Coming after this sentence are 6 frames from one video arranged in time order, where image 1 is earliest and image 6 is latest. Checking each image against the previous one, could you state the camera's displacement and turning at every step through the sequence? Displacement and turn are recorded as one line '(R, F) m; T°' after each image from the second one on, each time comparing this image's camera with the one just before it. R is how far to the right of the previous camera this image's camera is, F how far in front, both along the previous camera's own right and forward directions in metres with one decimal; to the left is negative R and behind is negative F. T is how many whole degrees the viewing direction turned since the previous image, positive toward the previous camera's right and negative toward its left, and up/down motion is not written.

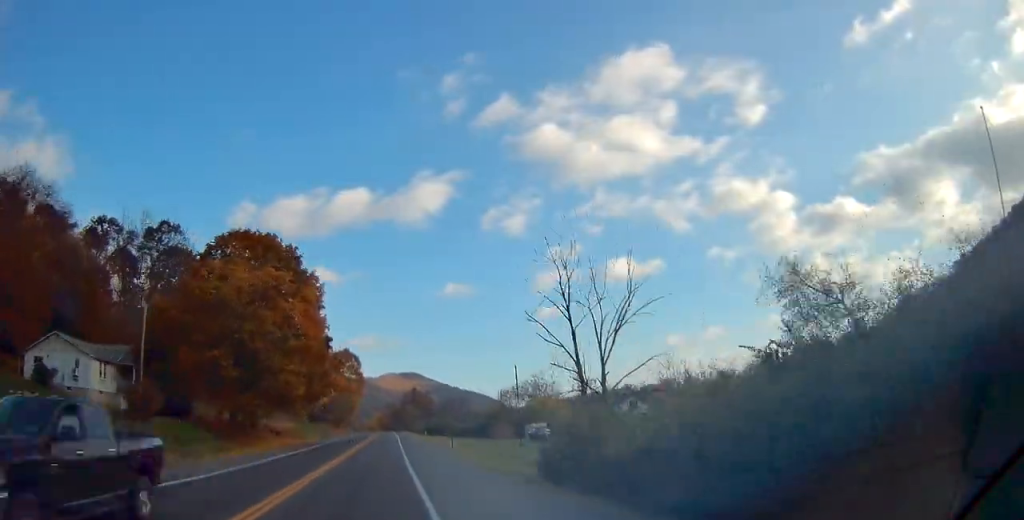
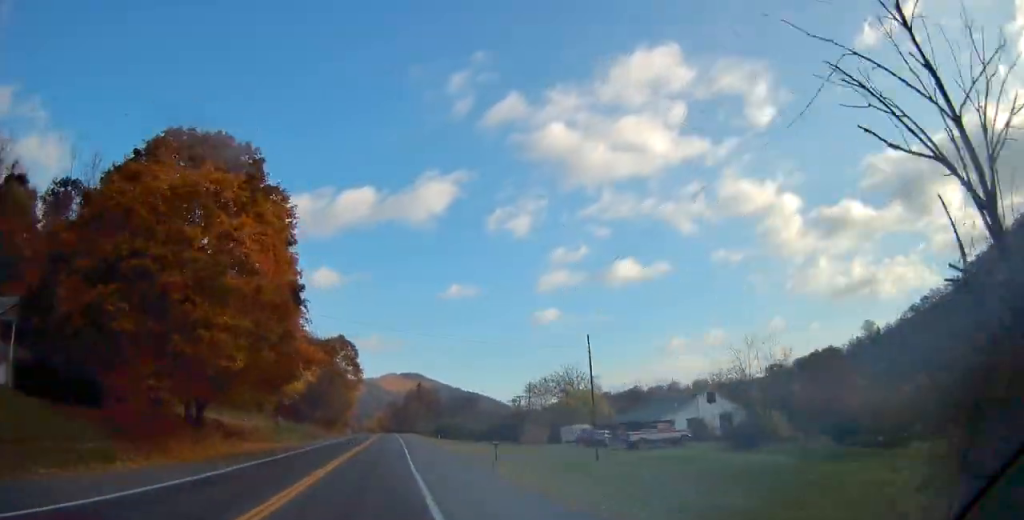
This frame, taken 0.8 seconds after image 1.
(0.0, +19.8) m; 0°
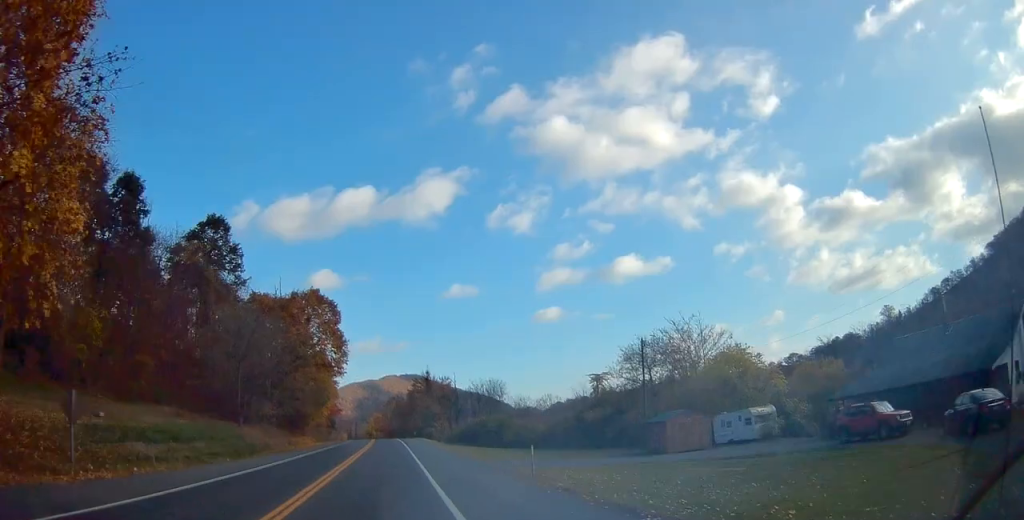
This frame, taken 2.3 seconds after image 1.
(0.0, +38.4) m; 0°
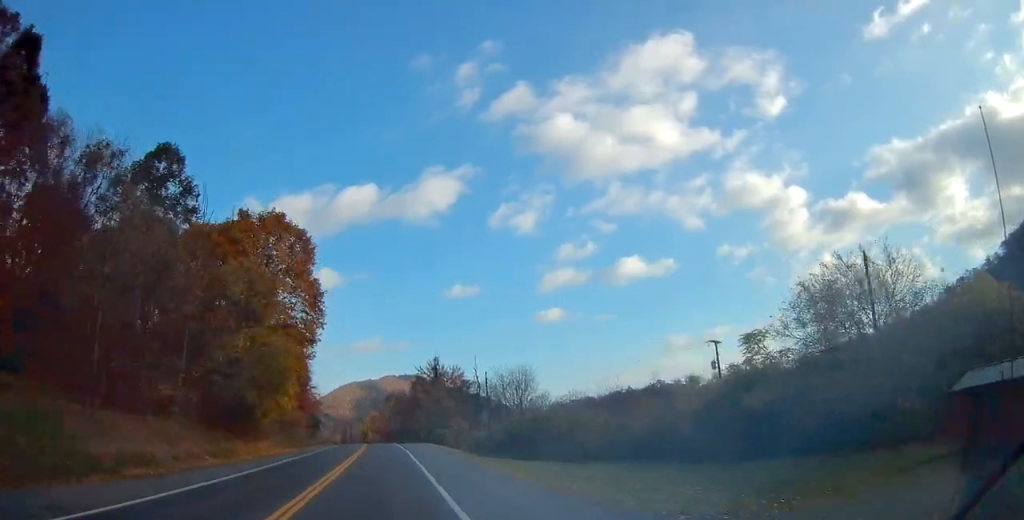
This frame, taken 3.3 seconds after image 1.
(+0.1, +25.4) m; 0°
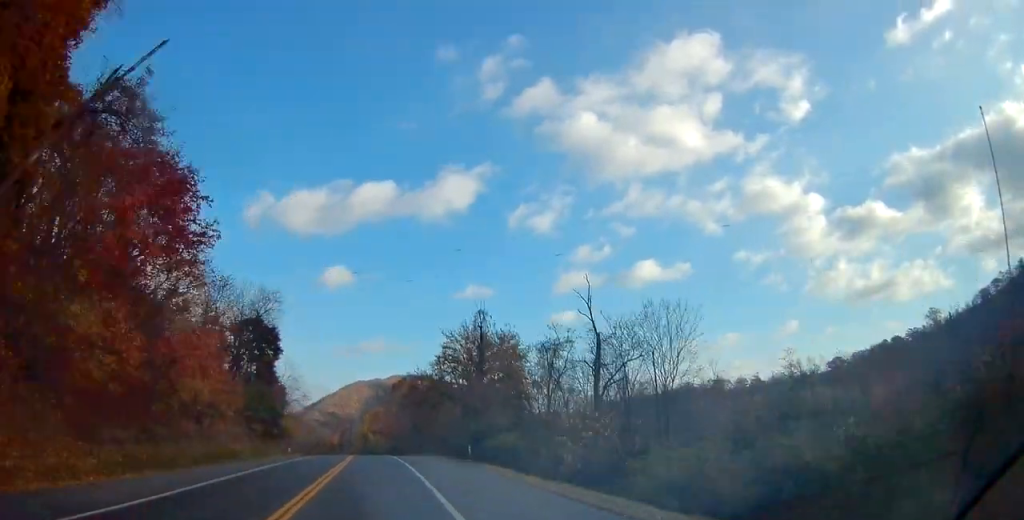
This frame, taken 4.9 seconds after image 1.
(+0.1, +41.5) m; -1°
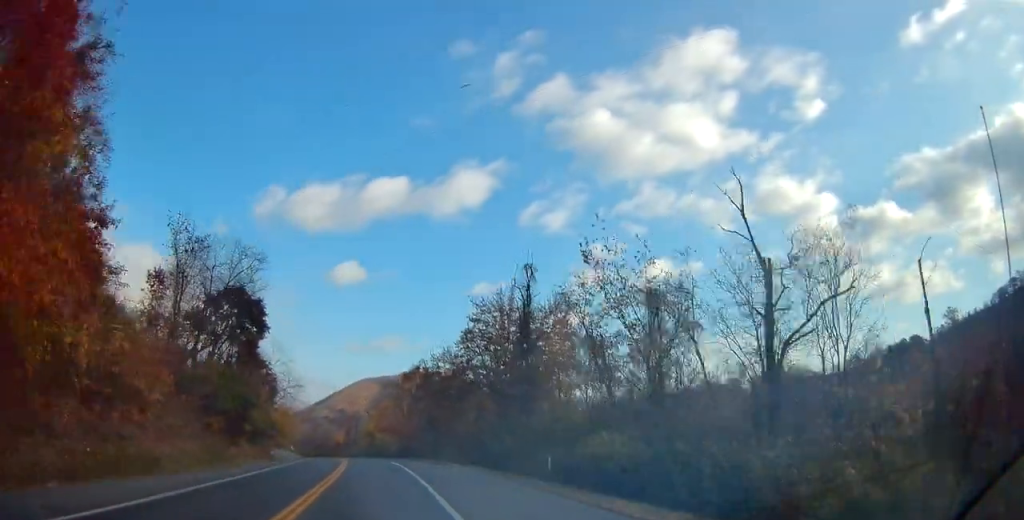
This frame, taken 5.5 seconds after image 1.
(-0.2, +16.1) m; -1°
